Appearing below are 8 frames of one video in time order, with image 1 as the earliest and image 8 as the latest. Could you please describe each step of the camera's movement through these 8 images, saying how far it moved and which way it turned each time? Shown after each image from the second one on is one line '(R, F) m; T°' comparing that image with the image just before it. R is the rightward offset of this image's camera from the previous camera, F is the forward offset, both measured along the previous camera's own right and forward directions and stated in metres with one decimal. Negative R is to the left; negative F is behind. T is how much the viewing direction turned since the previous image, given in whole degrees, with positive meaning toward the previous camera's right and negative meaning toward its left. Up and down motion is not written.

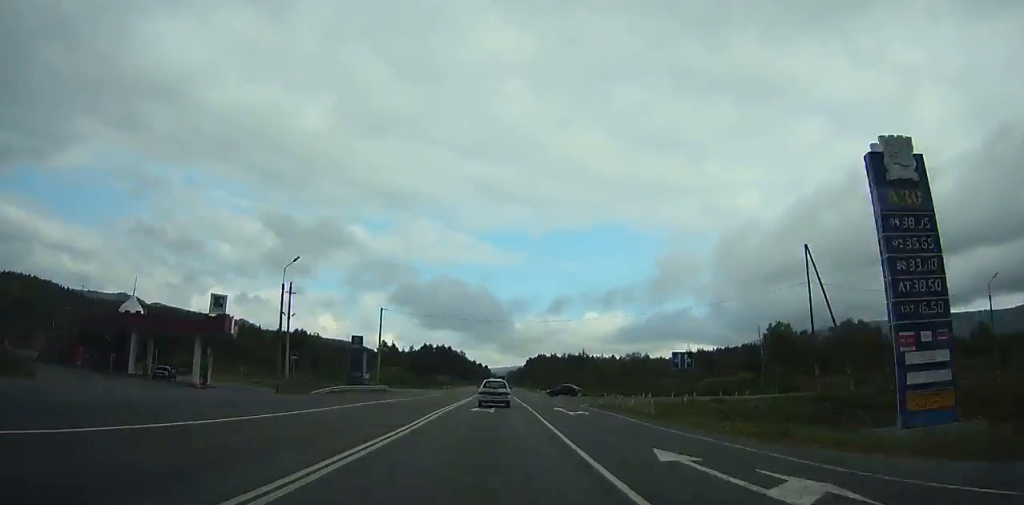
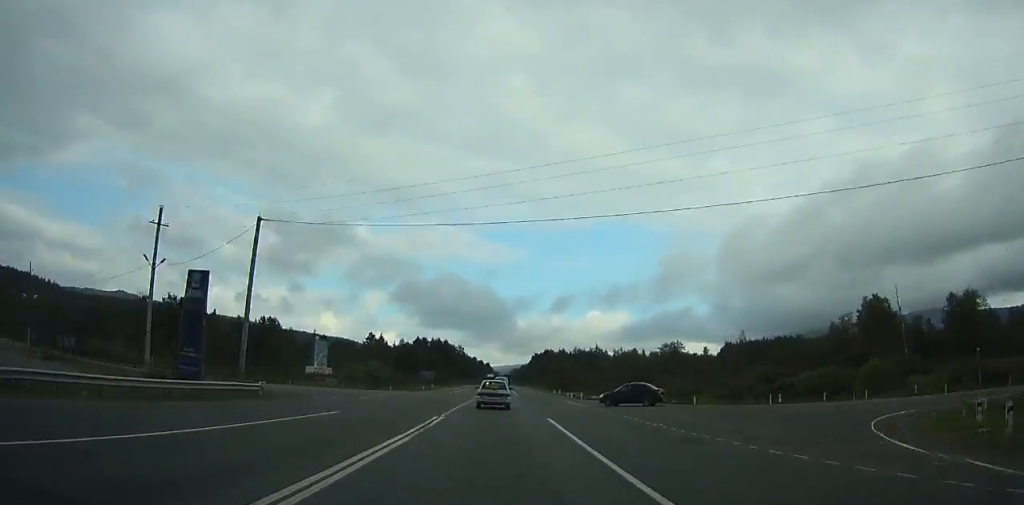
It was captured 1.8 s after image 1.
(0.0, +35.7) m; 0°
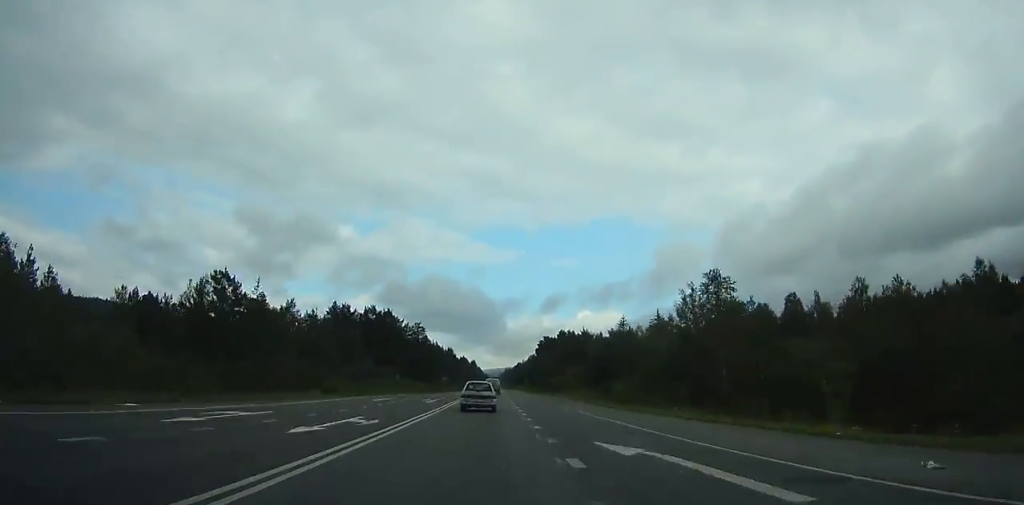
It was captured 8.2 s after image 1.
(+0.6, +128.0) m; 0°
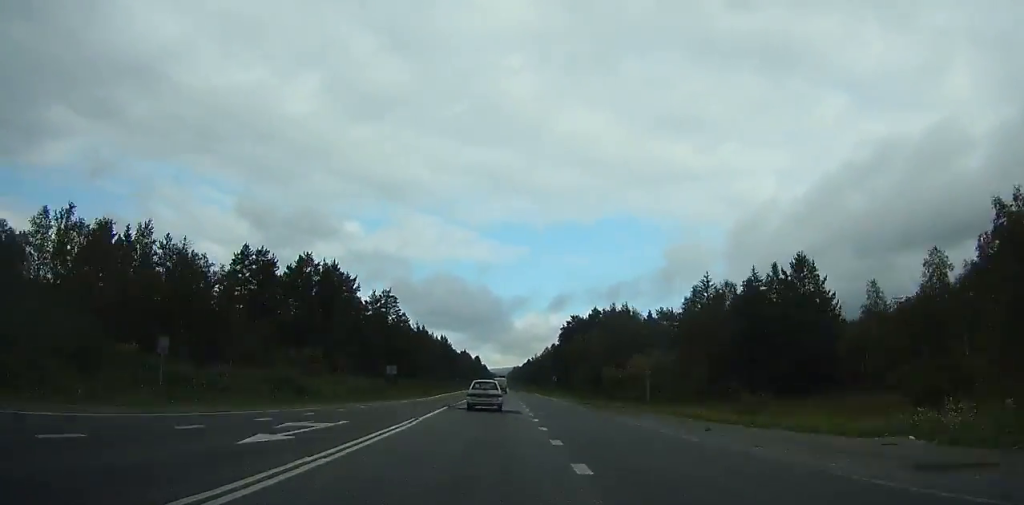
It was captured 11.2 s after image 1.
(-0.1, +60.1) m; 0°
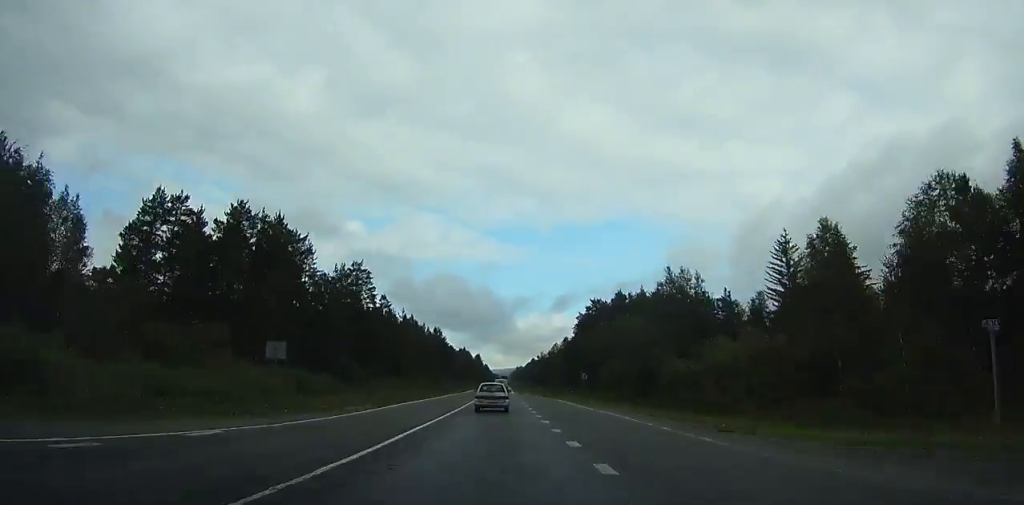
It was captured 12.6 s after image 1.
(0.0, +28.0) m; 0°
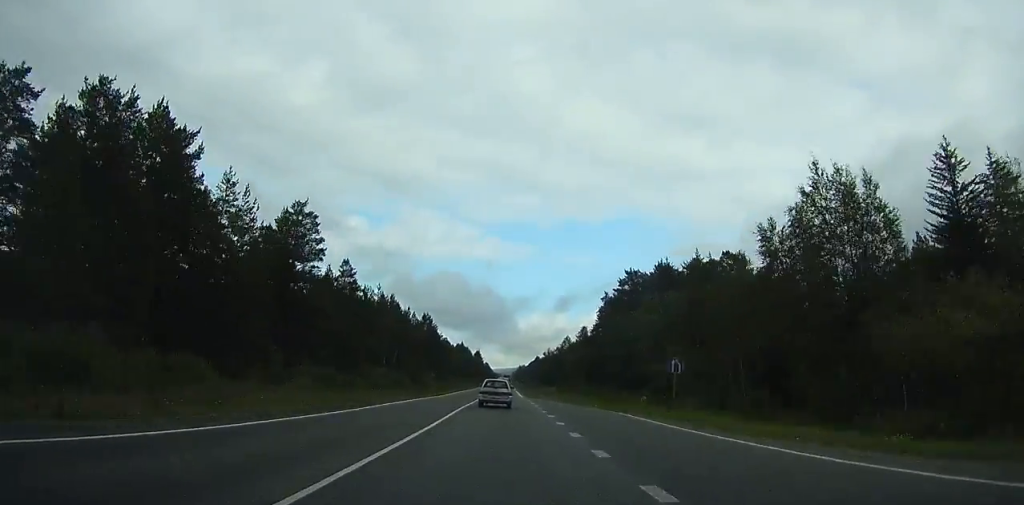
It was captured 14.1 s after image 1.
(-0.1, +30.0) m; 0°
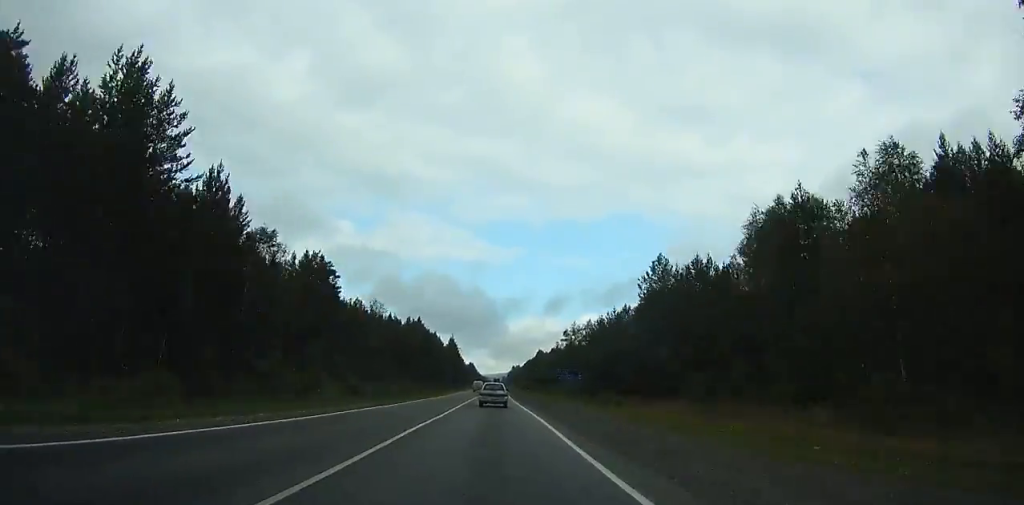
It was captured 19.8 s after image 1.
(+0.4, +114.0) m; 0°
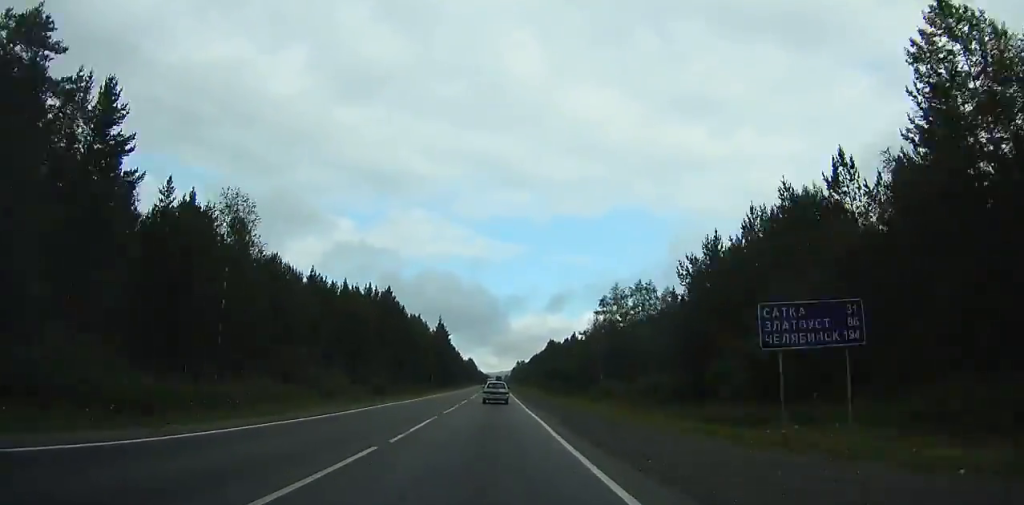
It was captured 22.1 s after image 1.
(0.0, +46.3) m; 0°
